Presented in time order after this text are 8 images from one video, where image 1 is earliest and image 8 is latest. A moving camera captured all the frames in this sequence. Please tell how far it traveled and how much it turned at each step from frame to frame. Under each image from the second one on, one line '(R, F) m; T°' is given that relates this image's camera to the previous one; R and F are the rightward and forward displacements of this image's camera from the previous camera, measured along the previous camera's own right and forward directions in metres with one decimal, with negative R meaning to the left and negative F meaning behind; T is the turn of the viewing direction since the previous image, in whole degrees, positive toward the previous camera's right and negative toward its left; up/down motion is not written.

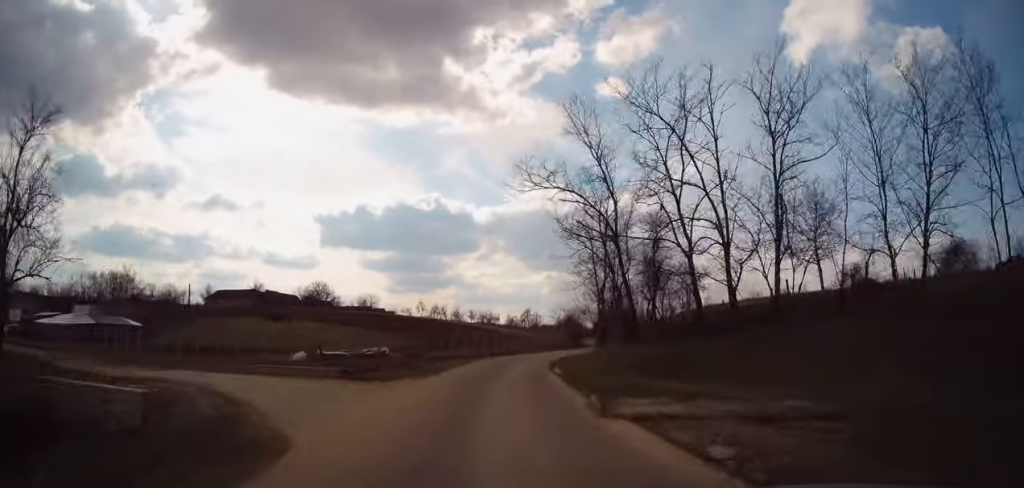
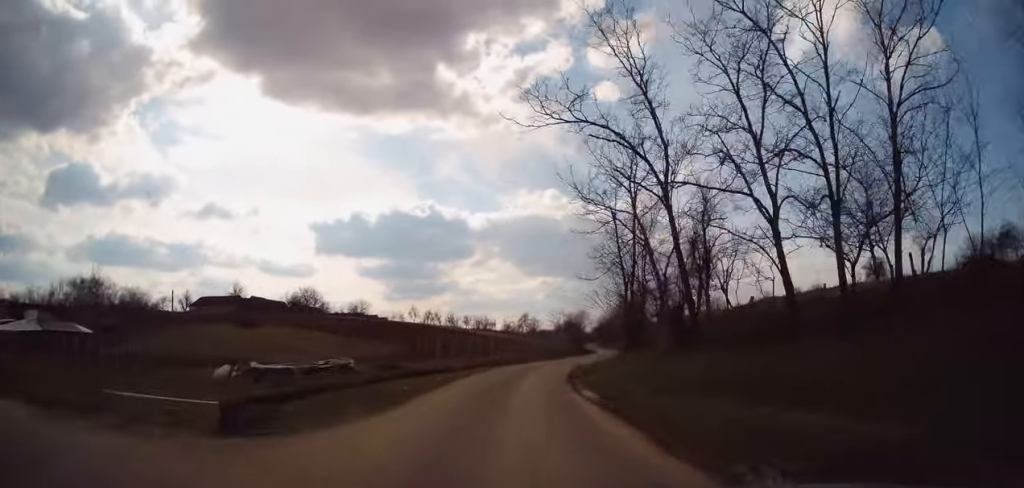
(0.0, +8.0) m; +3°
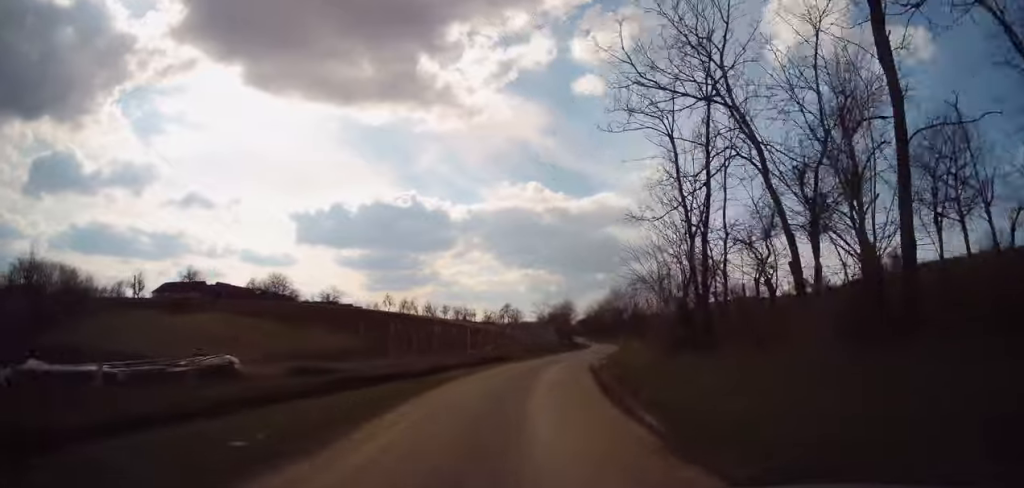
(+0.4, +10.6) m; +3°
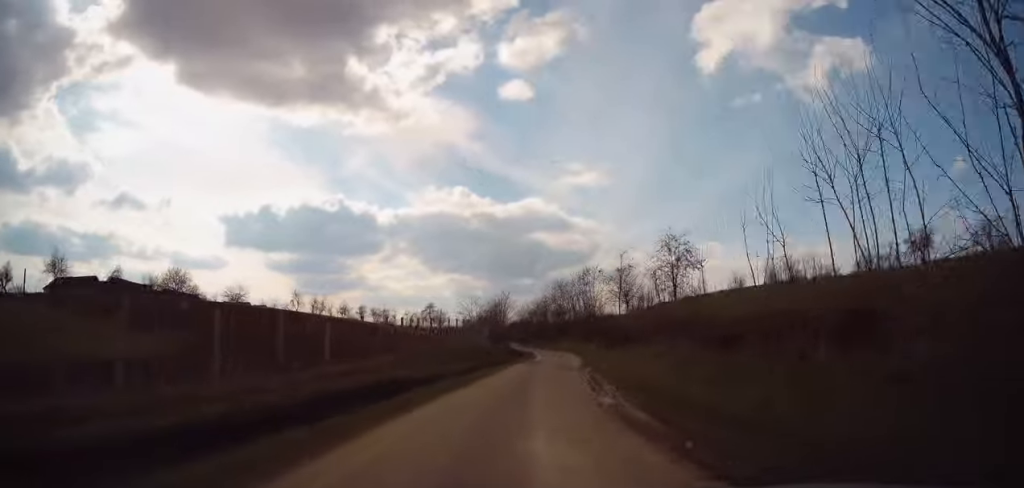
(+0.6, +17.1) m; +4°
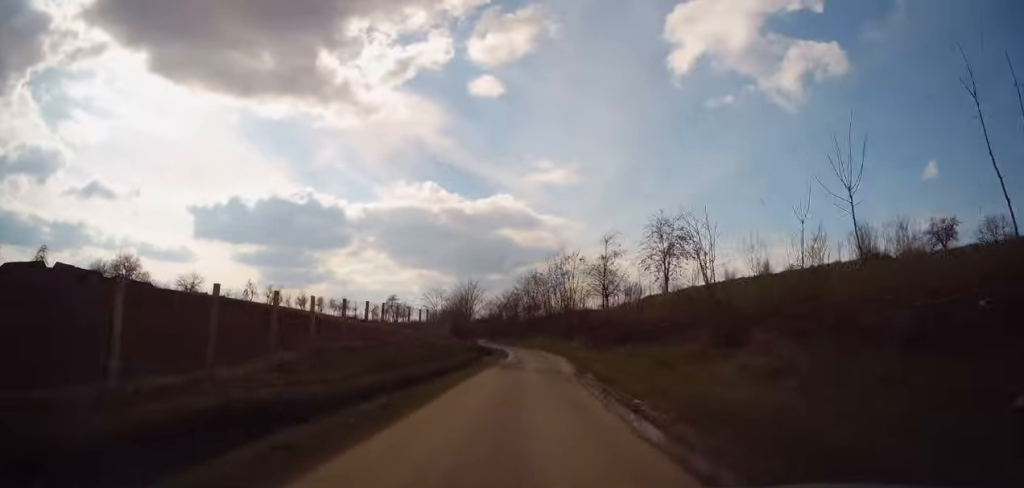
(+0.2, +8.4) m; +3°
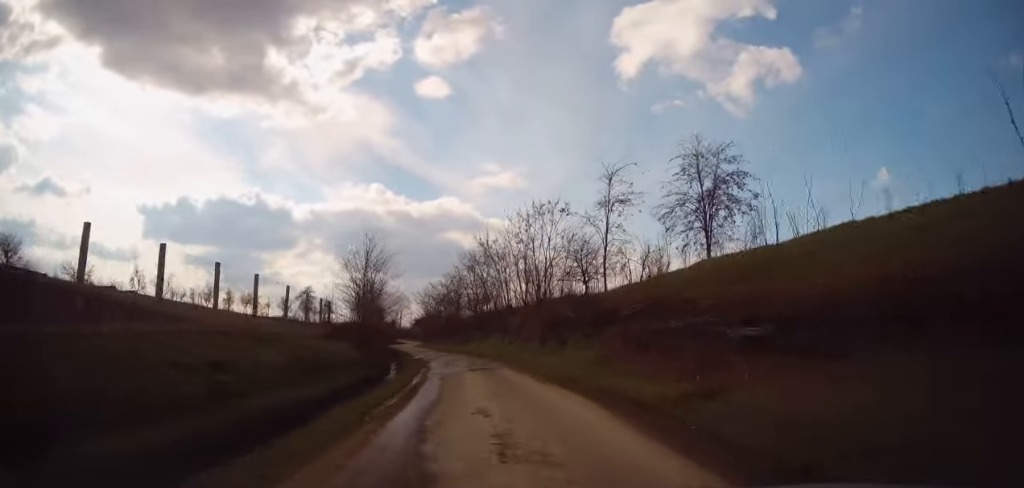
(+2.4, +23.8) m; +7°
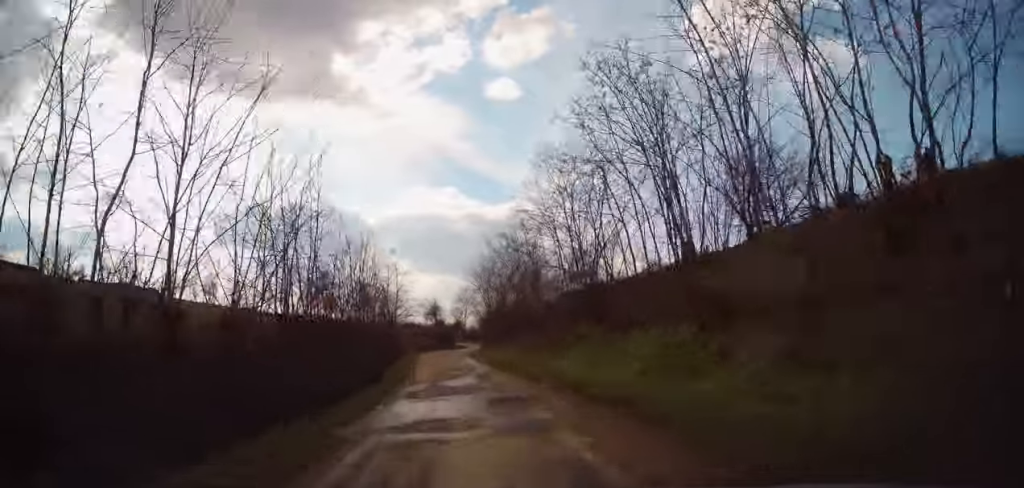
(-2.0, +29.2) m; -7°
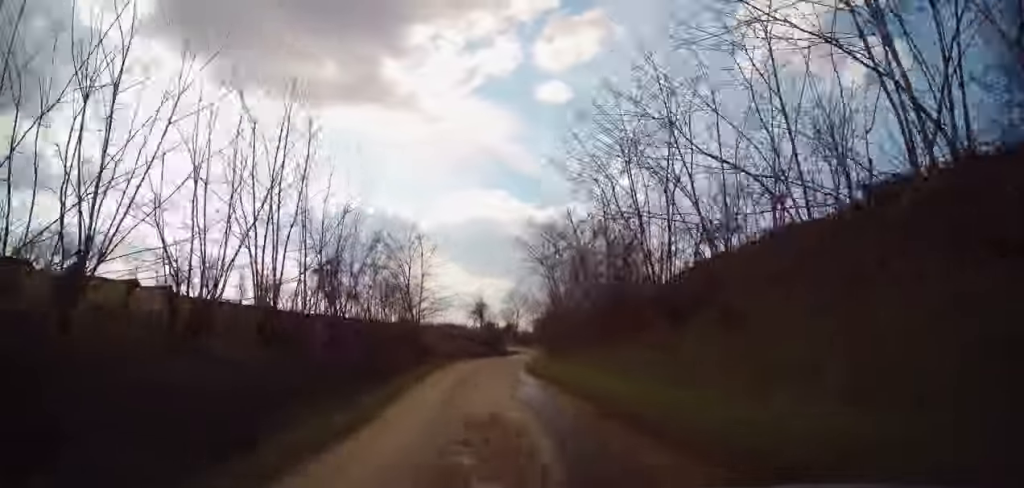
(-0.5, +17.4) m; -5°
